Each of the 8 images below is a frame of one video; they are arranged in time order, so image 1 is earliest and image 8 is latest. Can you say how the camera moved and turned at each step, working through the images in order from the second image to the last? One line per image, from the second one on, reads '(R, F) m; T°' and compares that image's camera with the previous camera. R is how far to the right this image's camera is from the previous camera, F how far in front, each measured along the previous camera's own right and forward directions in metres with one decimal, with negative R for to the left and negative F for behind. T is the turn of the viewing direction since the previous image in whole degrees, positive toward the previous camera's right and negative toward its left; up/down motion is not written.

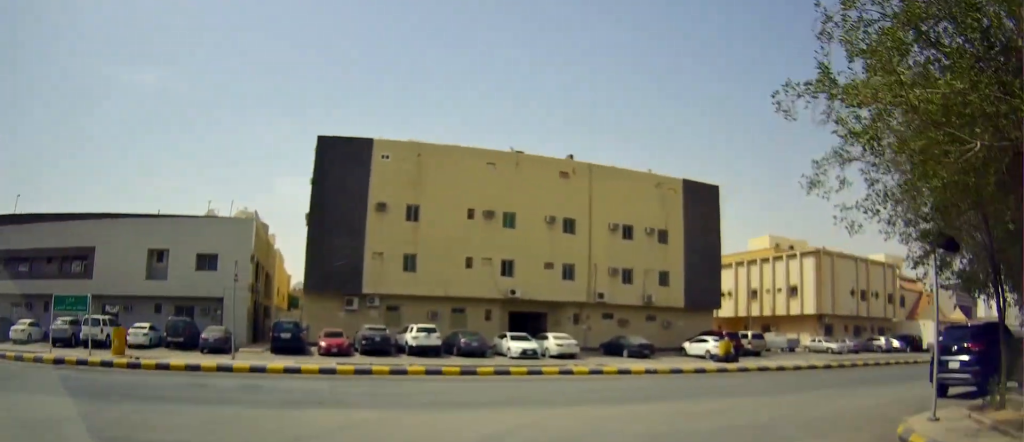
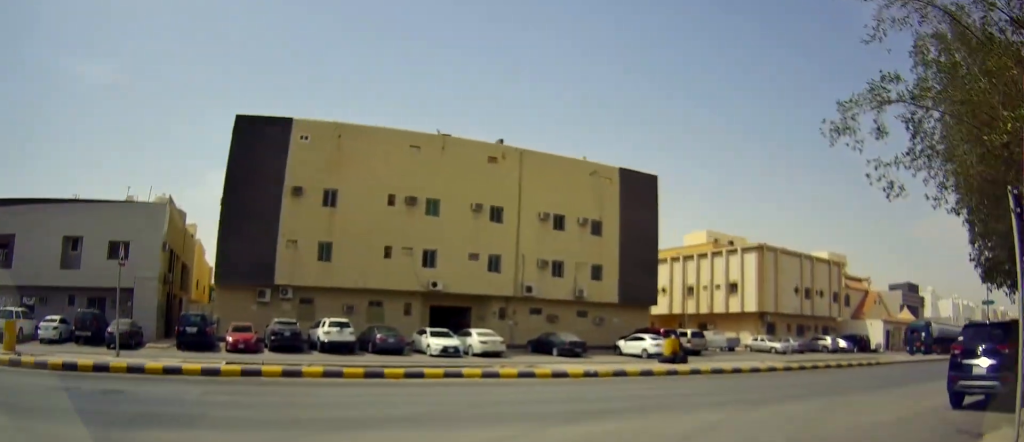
(0.0, +3.5) m; +5°
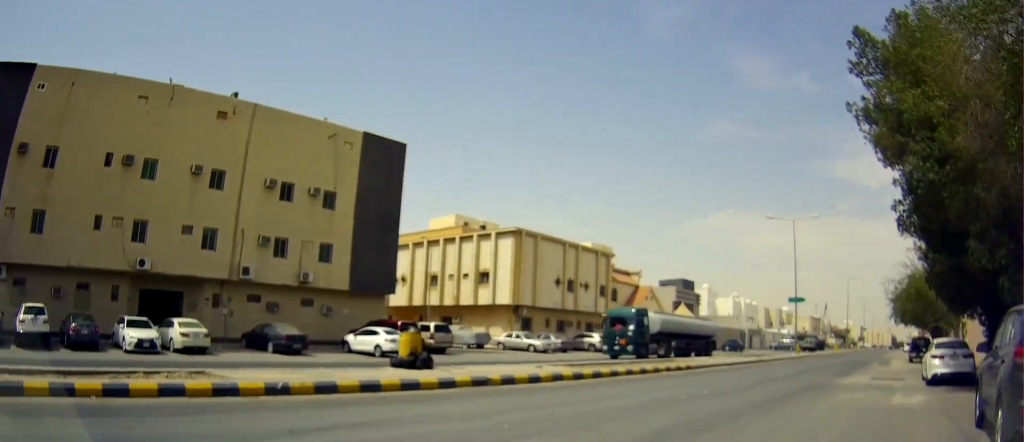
(+1.1, +7.2) m; +19°
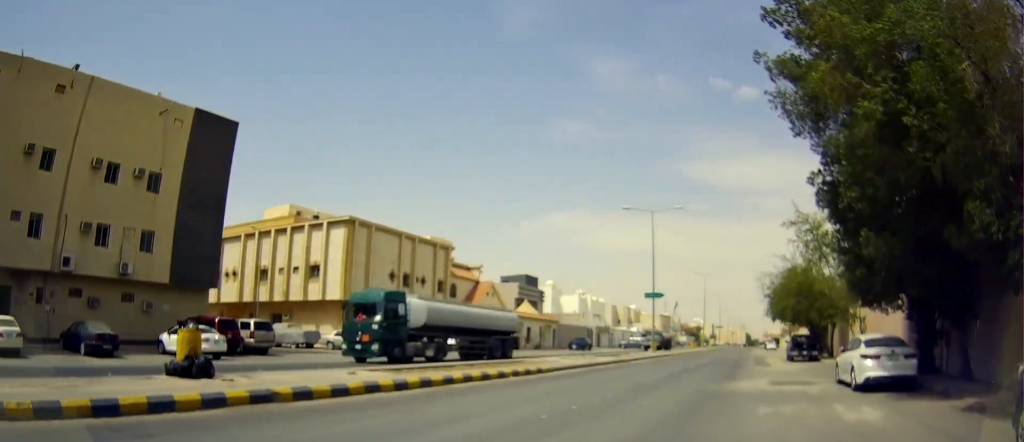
(+0.3, +4.1) m; +13°
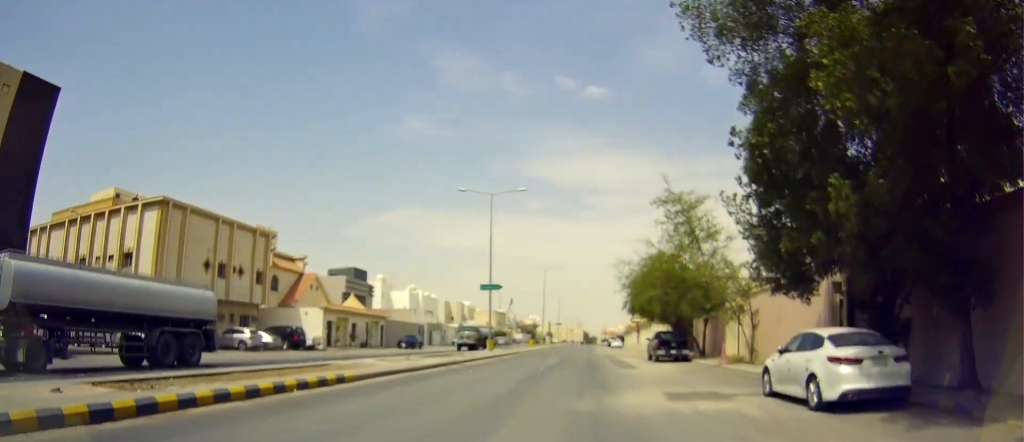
(+1.0, +5.2) m; +18°
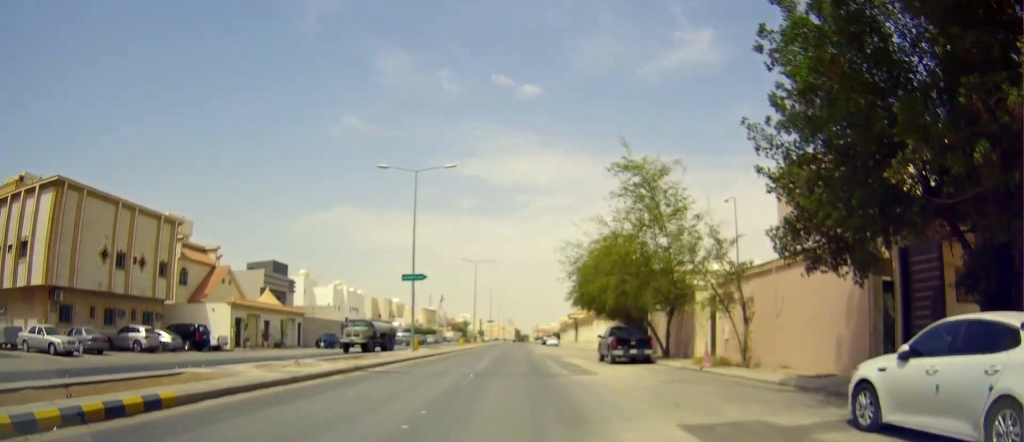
(+0.7, +5.7) m; +18°
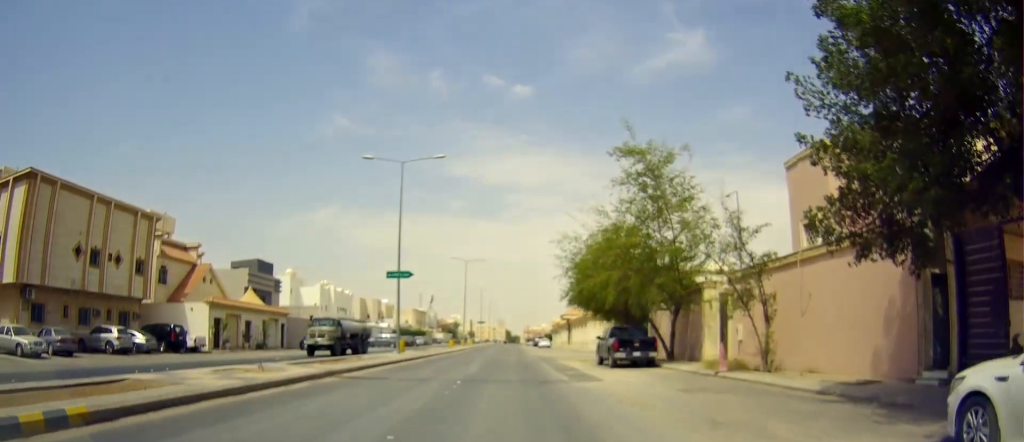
(+0.4, +2.2) m; +3°
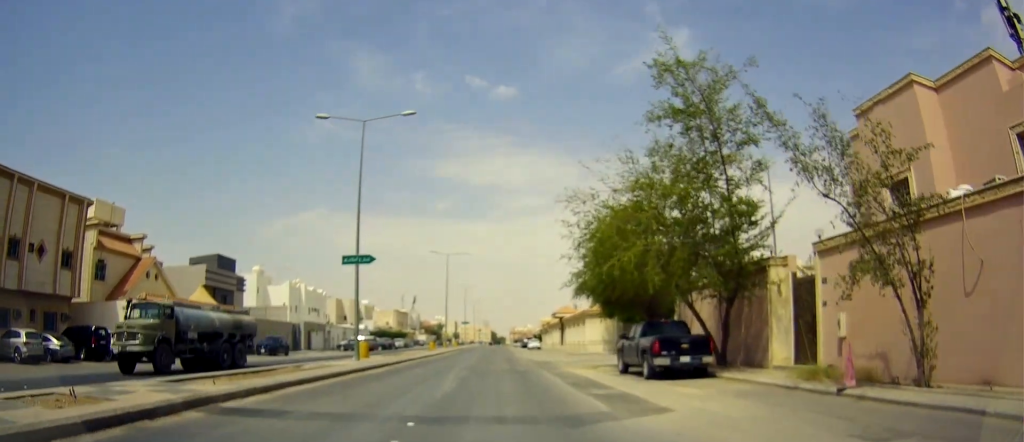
(+0.3, +7.4) m; +4°
